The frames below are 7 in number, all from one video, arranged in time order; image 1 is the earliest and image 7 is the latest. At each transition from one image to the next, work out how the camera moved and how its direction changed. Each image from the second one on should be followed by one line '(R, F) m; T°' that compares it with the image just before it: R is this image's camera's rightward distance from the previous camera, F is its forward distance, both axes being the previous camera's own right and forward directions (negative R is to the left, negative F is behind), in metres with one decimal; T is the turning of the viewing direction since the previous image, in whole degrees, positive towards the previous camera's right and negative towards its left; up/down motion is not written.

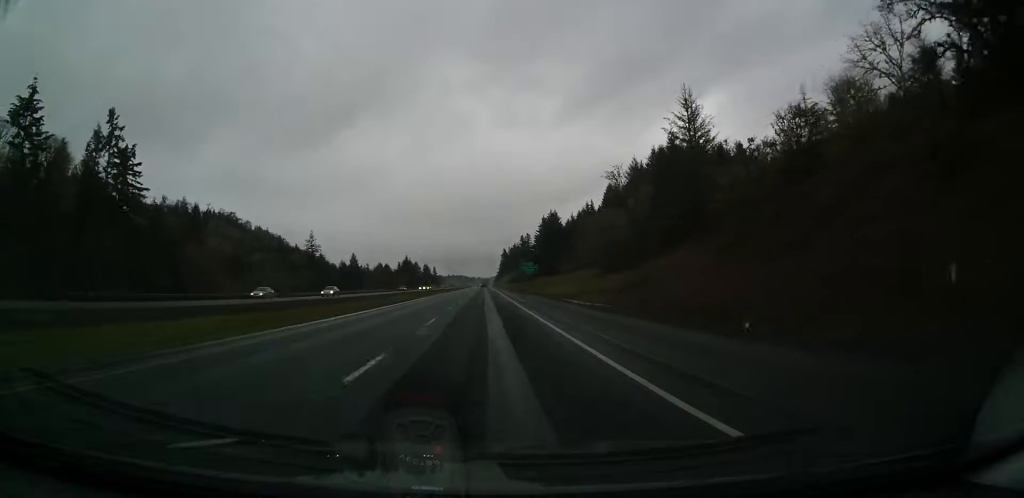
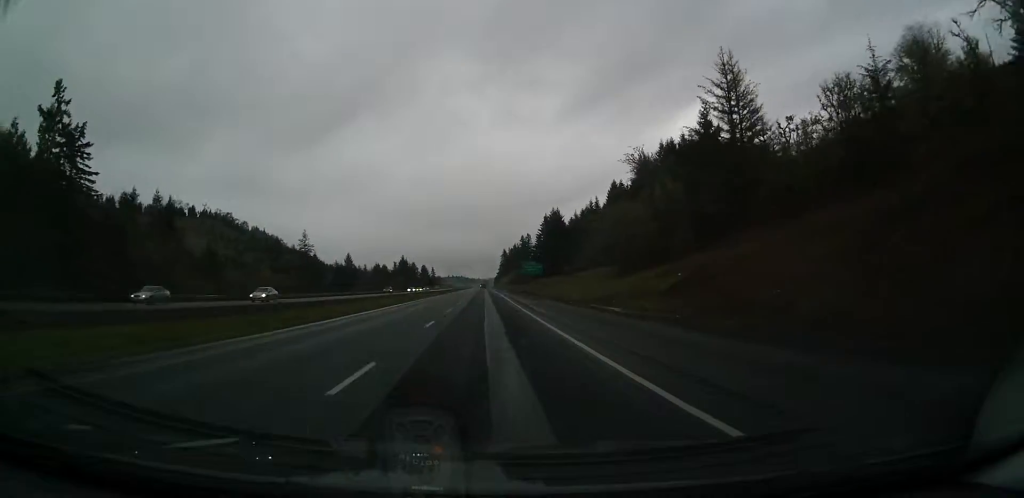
(0.0, +13.2) m; 0°
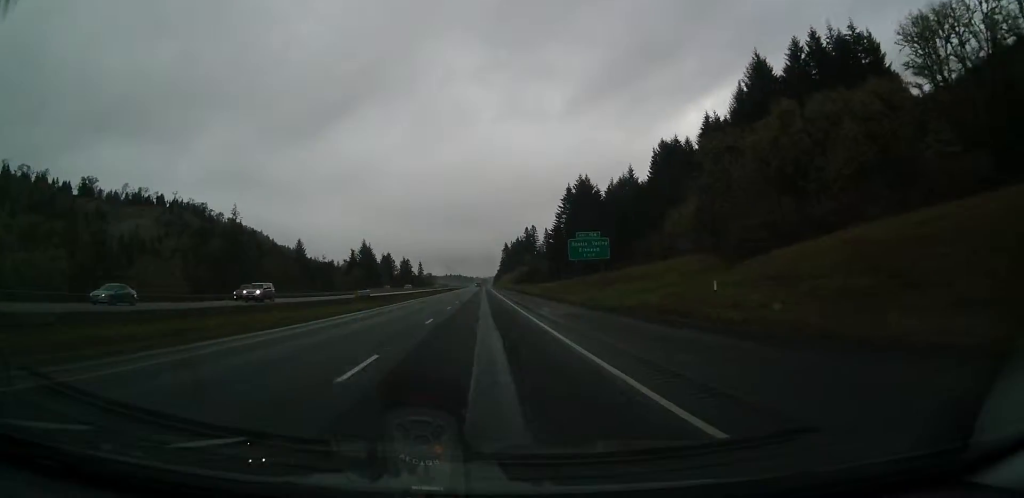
(+0.9, +96.4) m; 0°
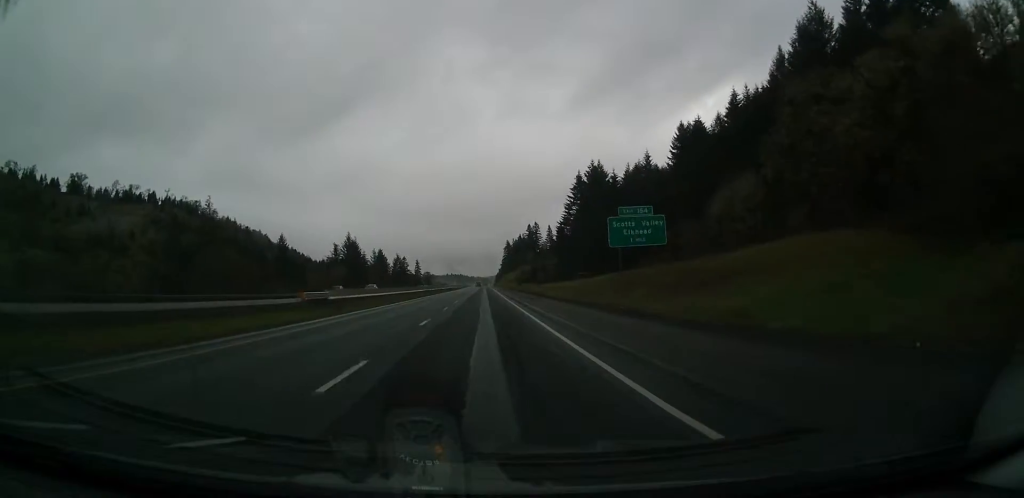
(-0.2, +25.2) m; 0°
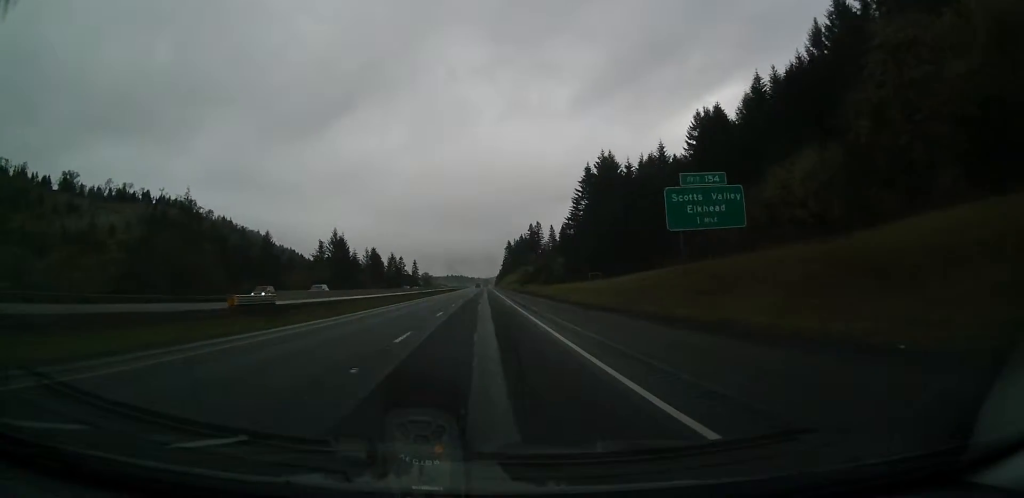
(0.0, +17.6) m; 0°
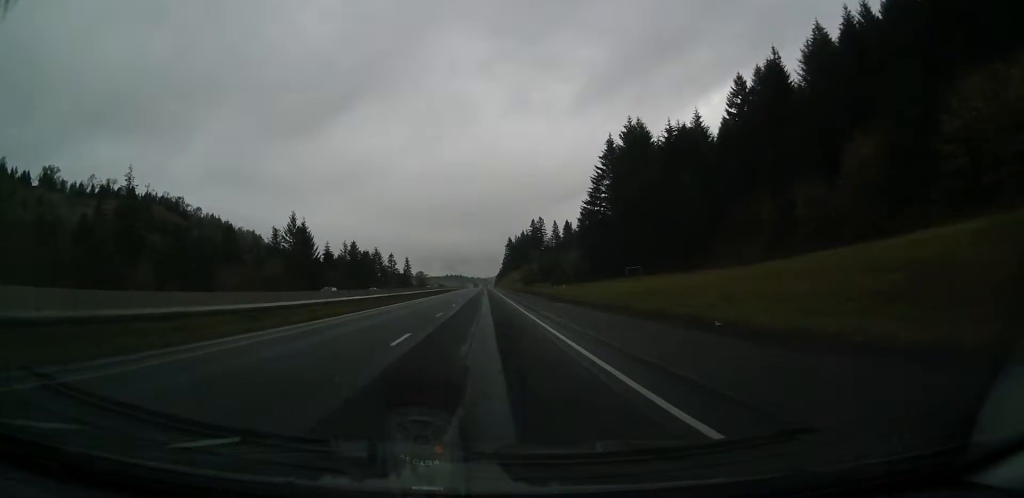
(0.0, +37.4) m; 0°
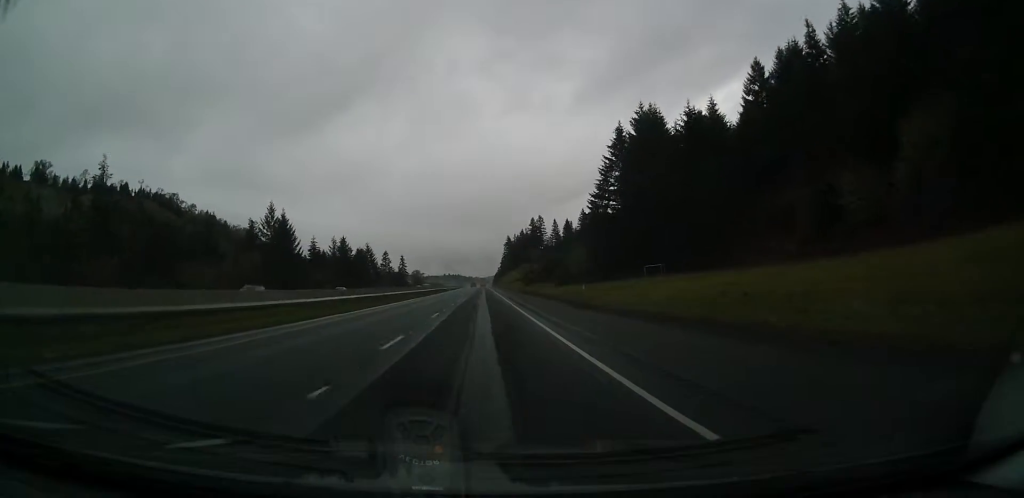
(0.0, +13.3) m; 0°
